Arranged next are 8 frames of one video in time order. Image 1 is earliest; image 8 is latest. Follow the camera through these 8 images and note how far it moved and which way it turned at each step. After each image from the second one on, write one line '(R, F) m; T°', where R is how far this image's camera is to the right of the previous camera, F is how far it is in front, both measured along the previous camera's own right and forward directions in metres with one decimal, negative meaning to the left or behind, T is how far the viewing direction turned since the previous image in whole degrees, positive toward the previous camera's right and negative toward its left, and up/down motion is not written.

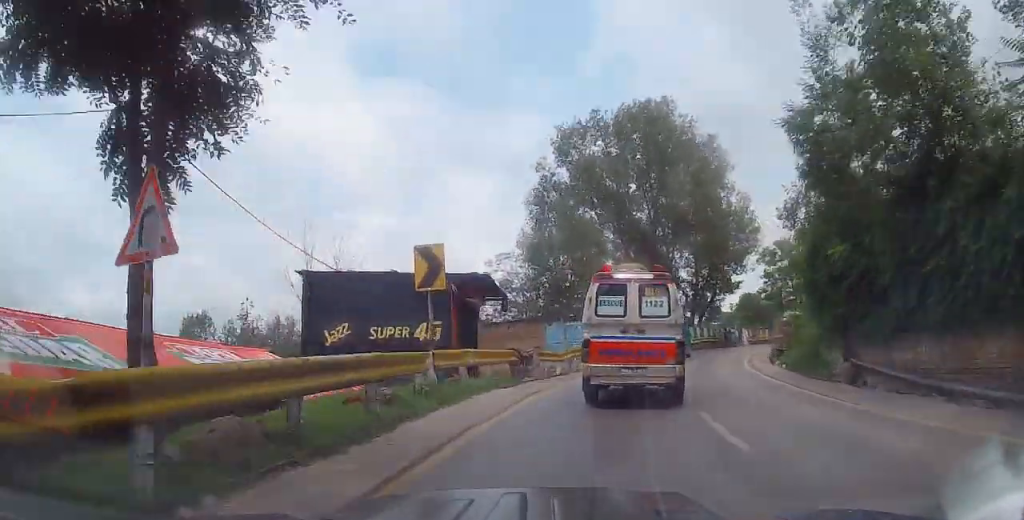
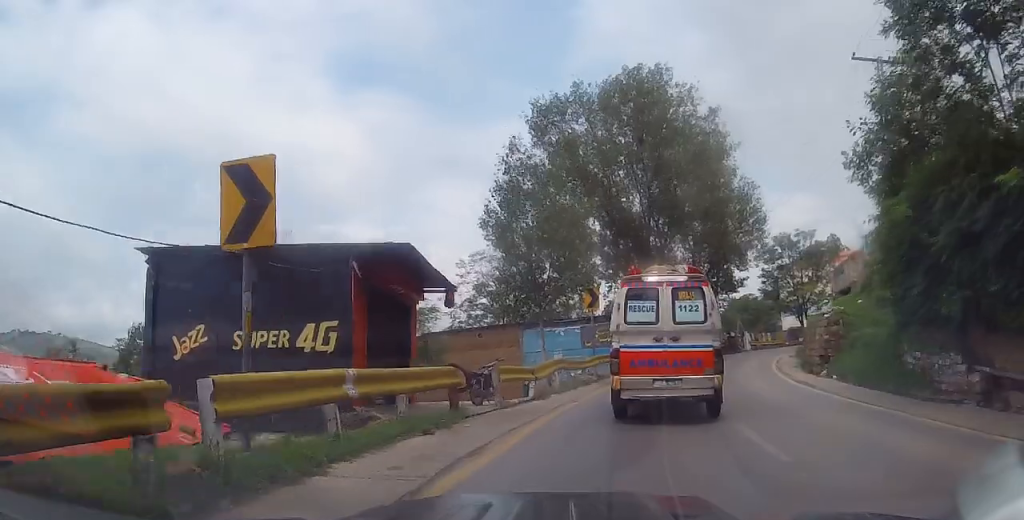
(+0.4, +6.9) m; +3°
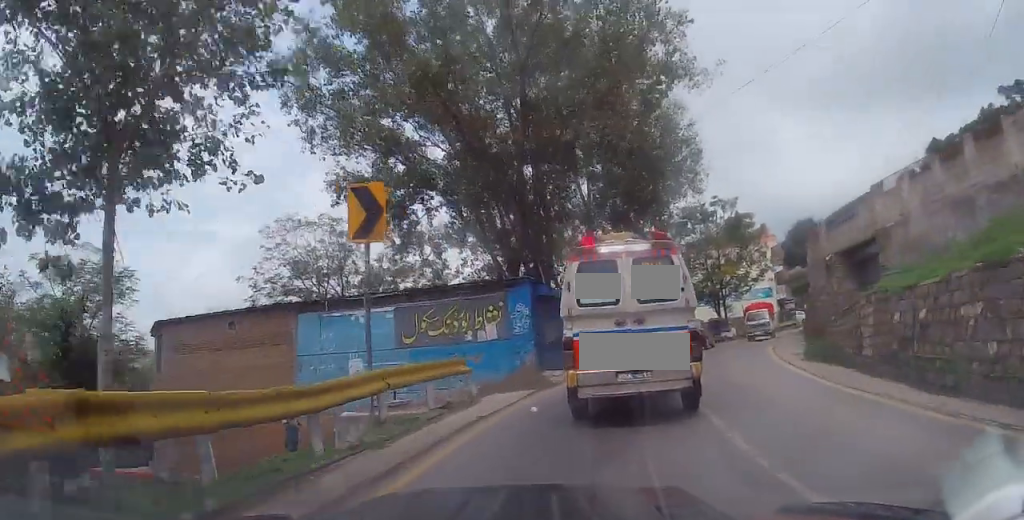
(+0.8, +17.3) m; +8°
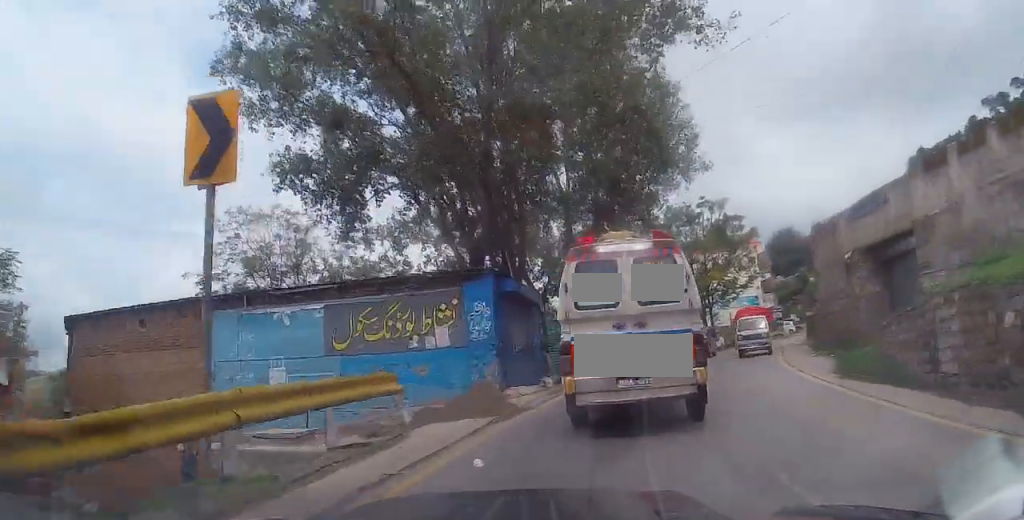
(-0.1, +4.1) m; +2°
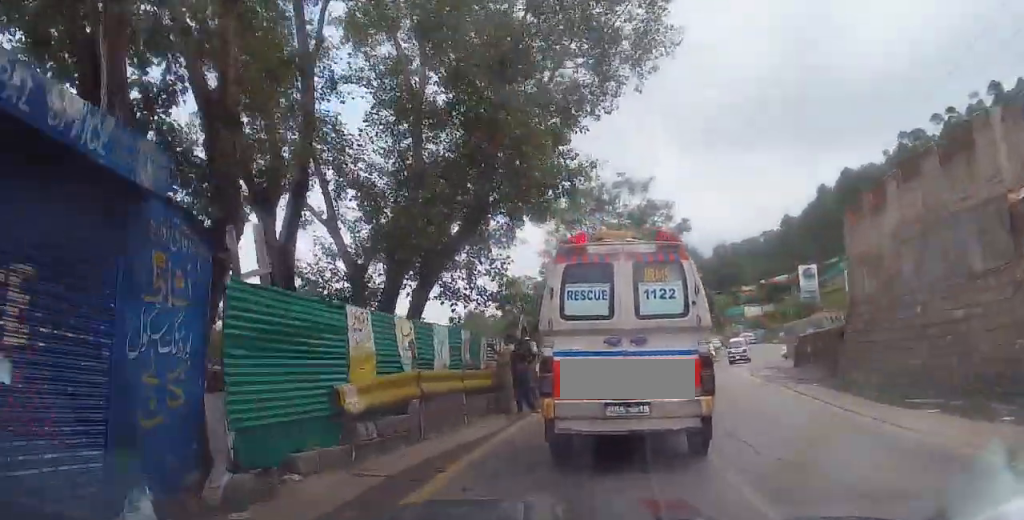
(+0.9, +13.5) m; +6°
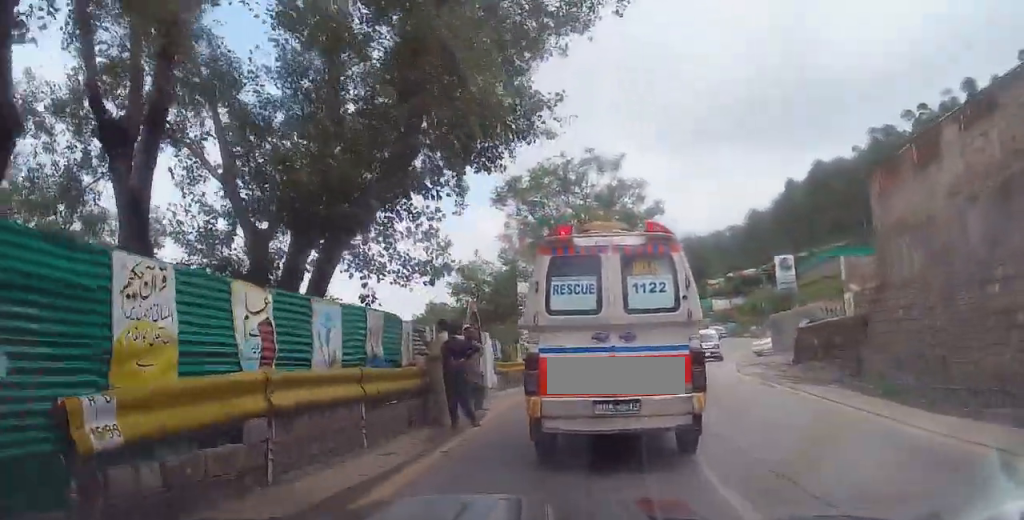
(+0.2, +3.6) m; +3°
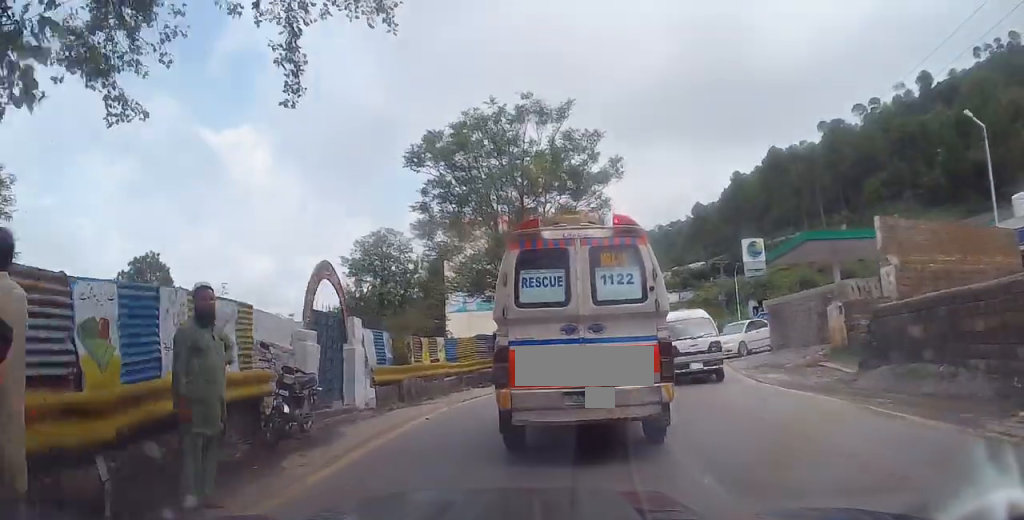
(+0.5, +8.0) m; +3°
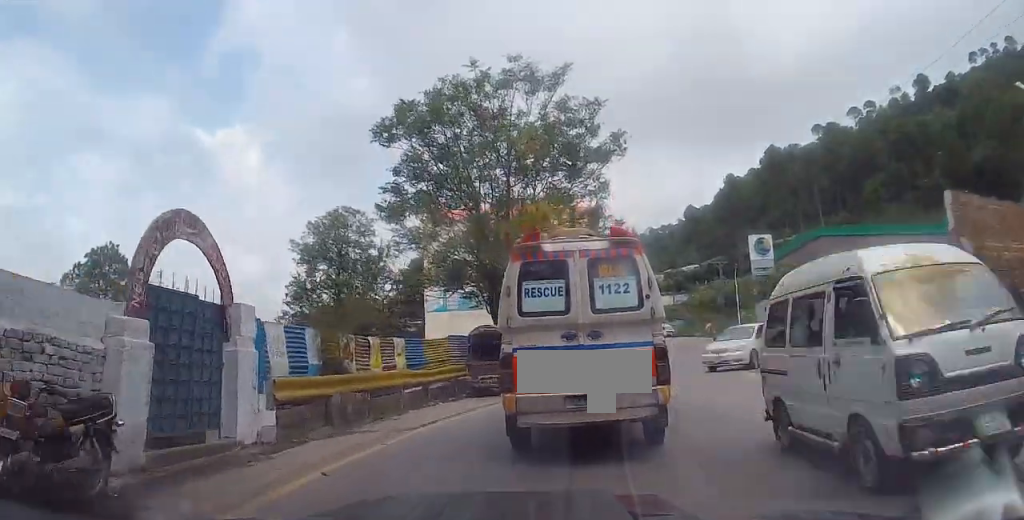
(0.0, +4.4) m; +2°
